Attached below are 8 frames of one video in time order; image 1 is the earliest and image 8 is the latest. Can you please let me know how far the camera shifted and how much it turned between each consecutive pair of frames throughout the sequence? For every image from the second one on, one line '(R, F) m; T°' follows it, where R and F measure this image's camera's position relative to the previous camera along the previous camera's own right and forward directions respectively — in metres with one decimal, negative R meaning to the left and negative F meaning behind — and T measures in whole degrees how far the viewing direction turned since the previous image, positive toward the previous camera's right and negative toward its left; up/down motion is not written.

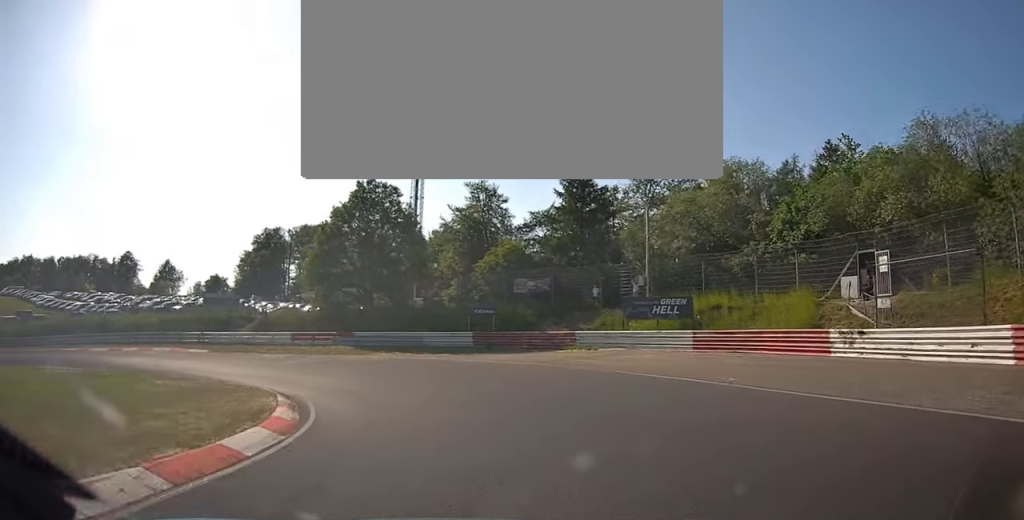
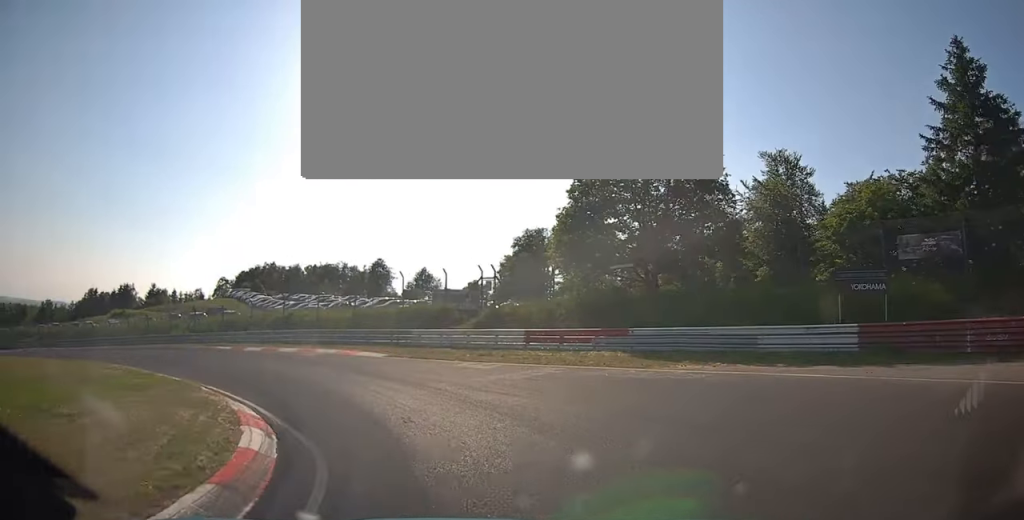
(-5.8, +15.8) m; -40°
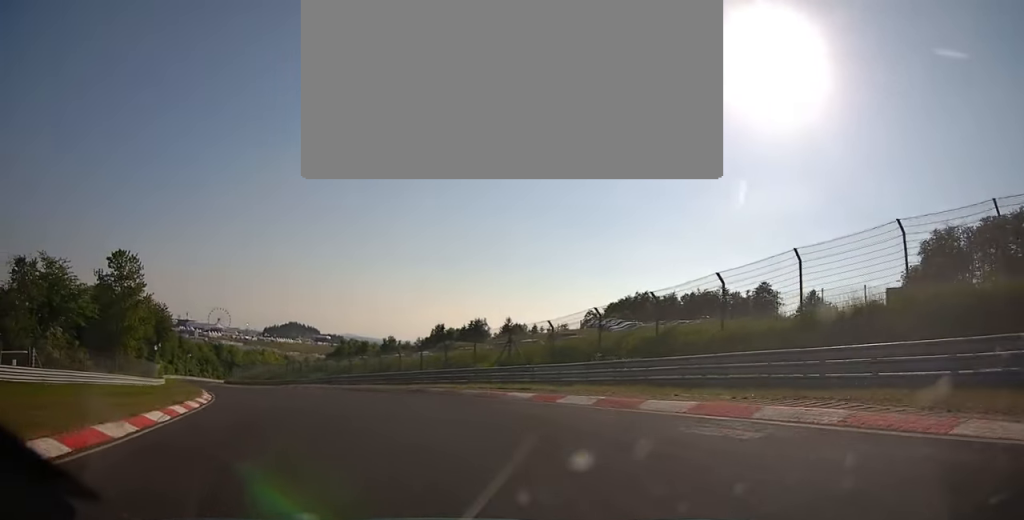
(-7.7, +21.2) m; -36°
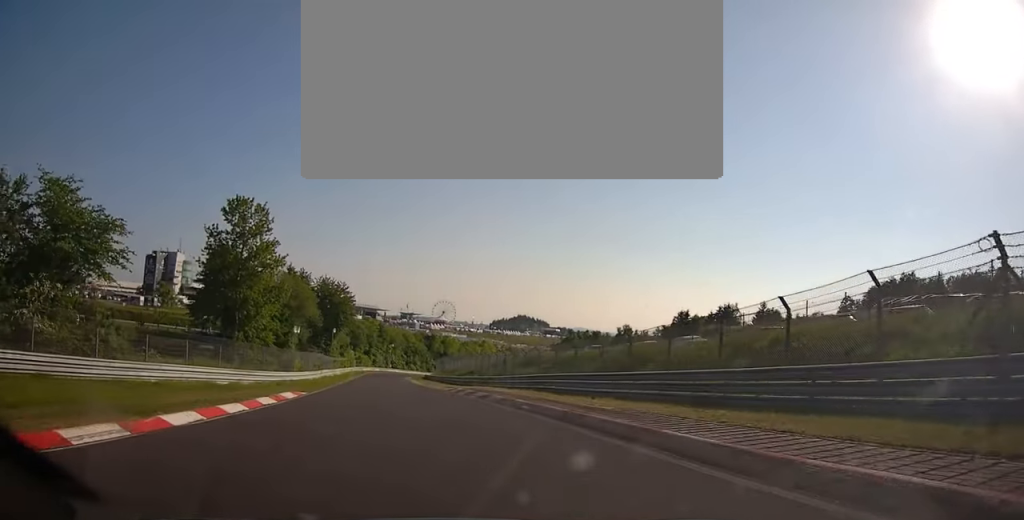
(-4.4, +20.3) m; -15°
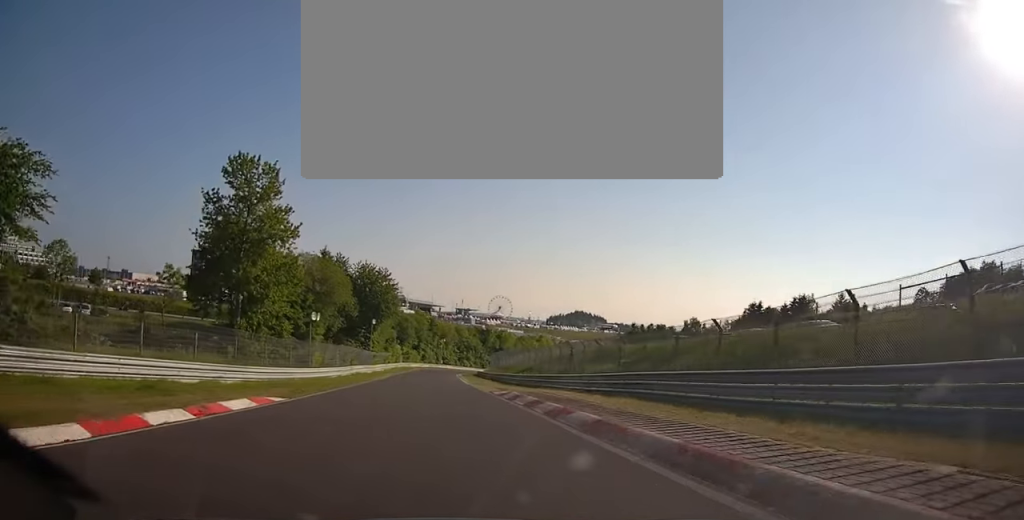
(+0.1, +11.5) m; -2°
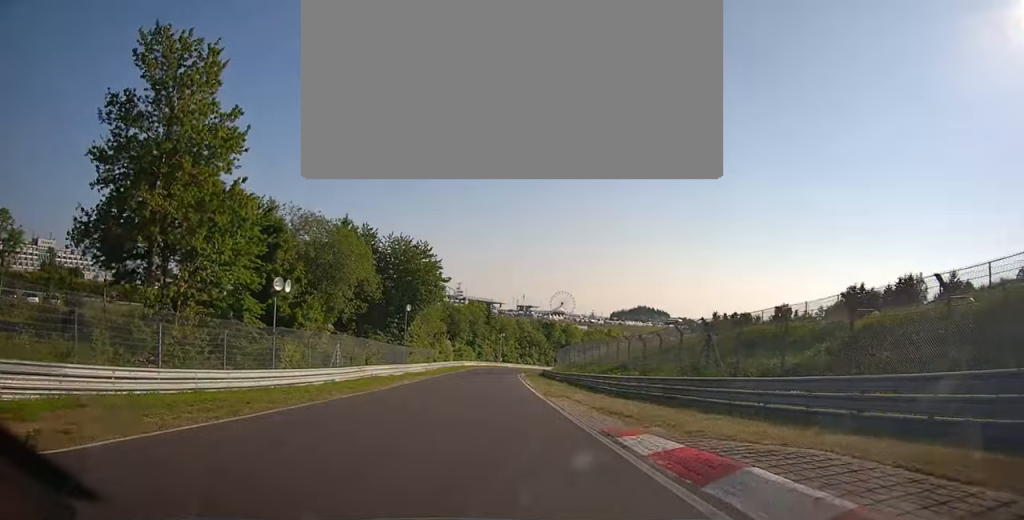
(-0.2, +18.9) m; -3°
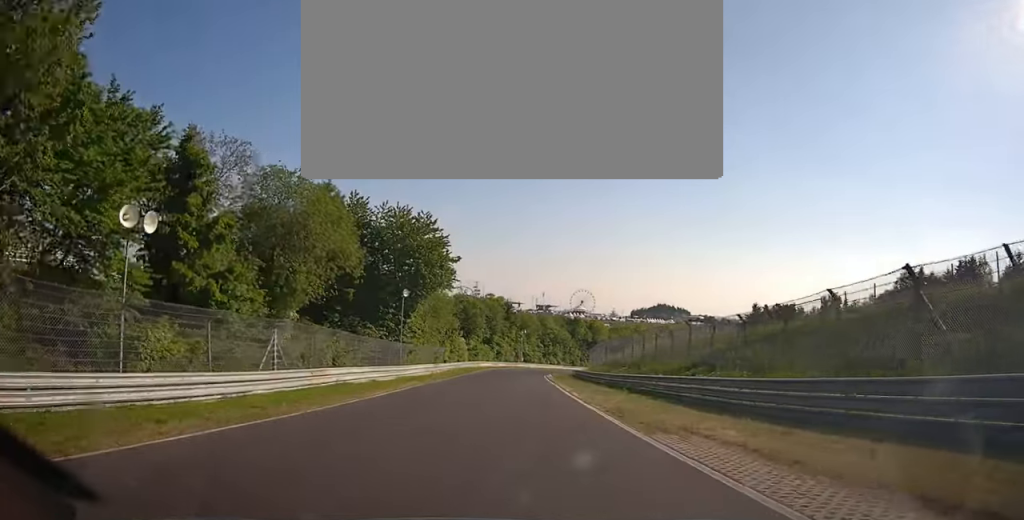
(-0.7, +13.5) m; -2°
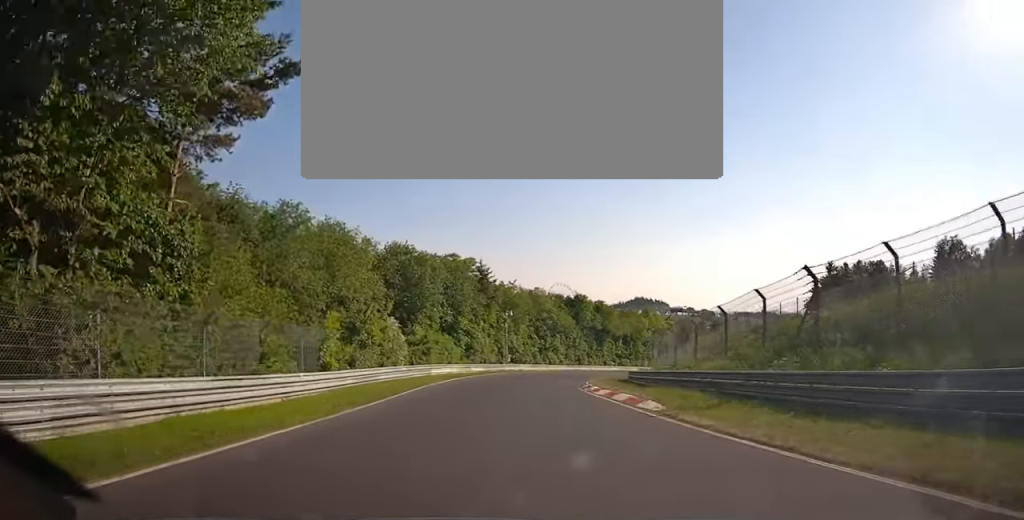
(-0.8, +44.7) m; +3°
